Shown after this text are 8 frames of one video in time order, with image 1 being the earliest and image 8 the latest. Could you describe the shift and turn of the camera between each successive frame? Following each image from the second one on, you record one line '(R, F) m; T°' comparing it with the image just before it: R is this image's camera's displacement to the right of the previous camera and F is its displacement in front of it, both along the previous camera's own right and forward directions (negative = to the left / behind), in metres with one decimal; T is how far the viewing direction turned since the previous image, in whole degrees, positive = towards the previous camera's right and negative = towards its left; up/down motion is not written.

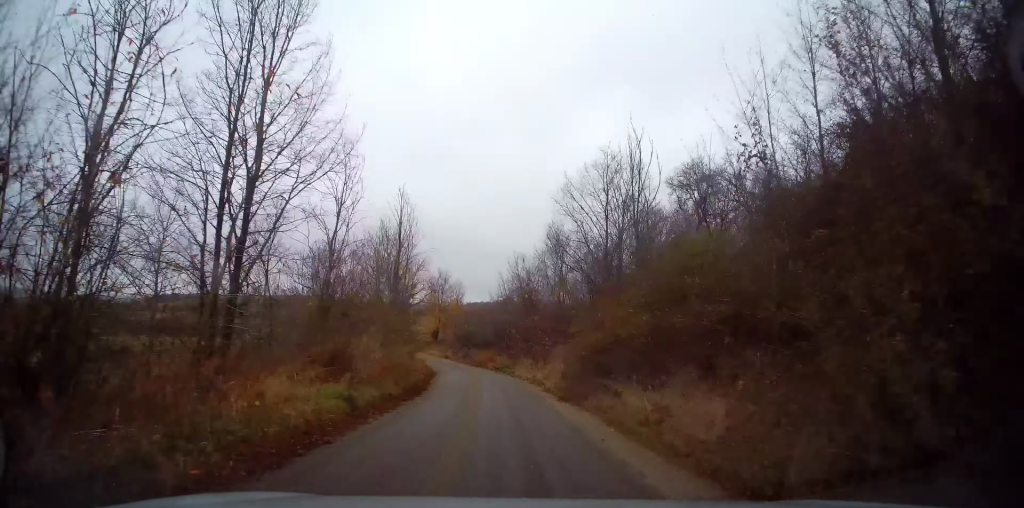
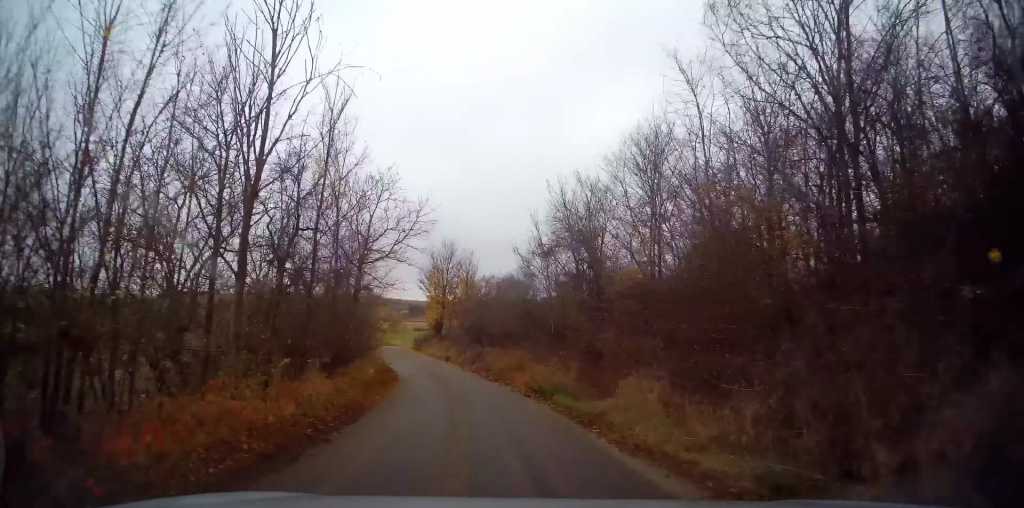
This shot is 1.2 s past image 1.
(0.0, +18.8) m; -2°
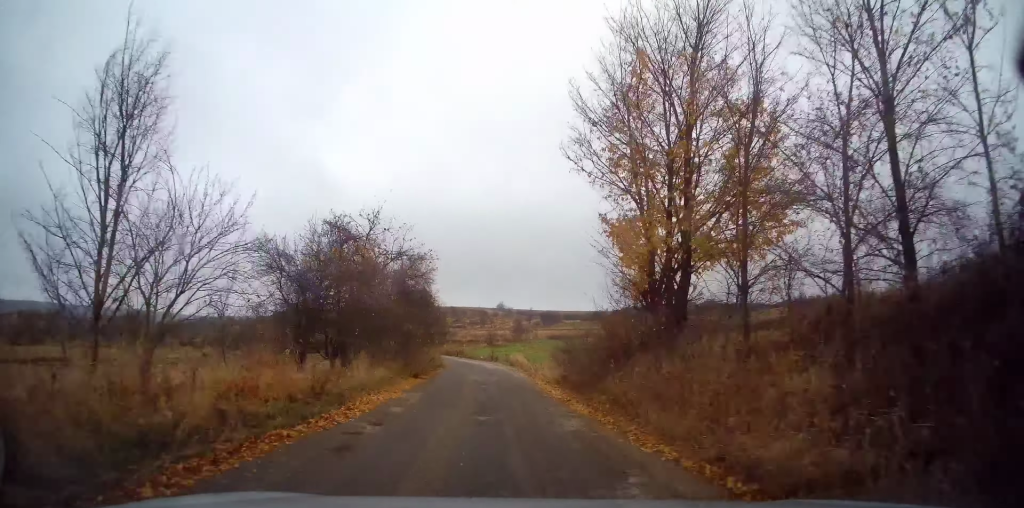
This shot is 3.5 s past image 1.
(-4.6, +37.7) m; -11°
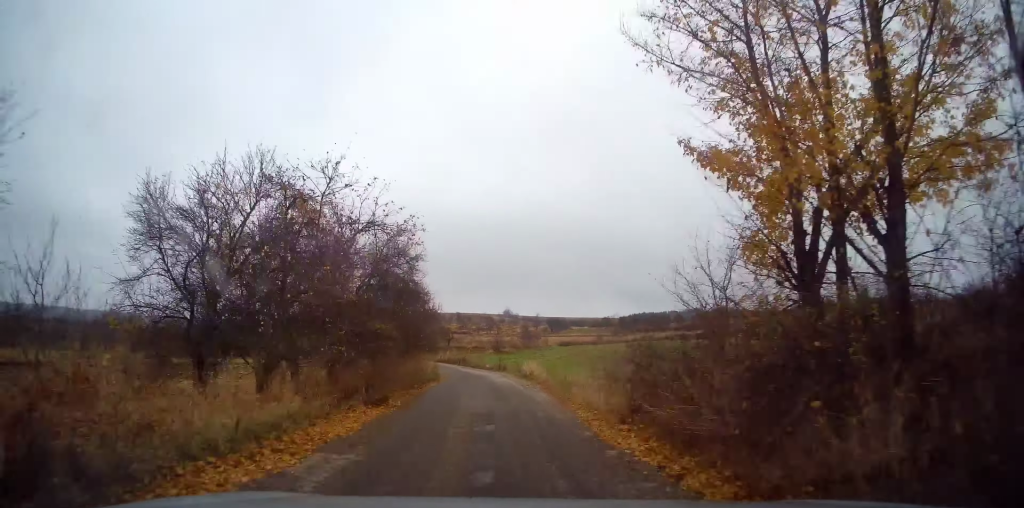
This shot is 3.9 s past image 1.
(+0.1, +6.5) m; -1°
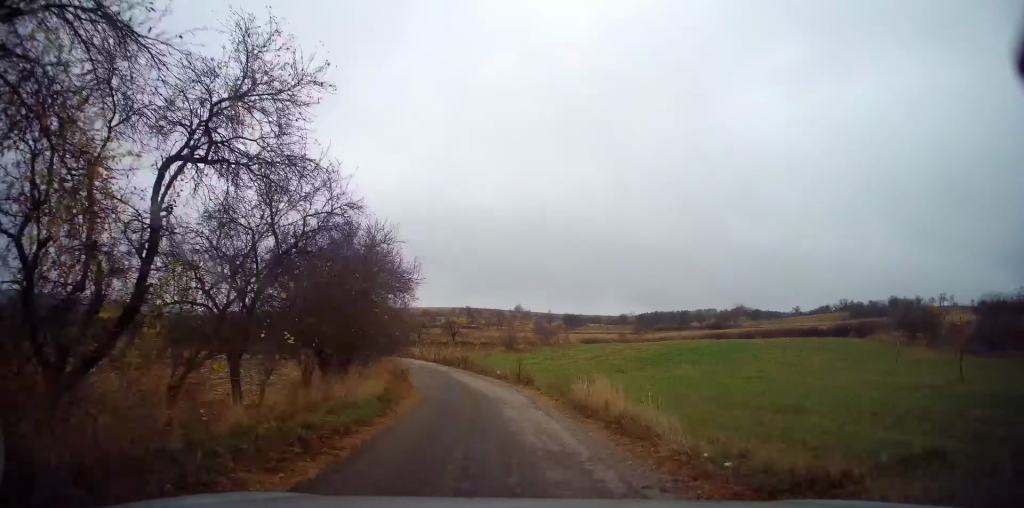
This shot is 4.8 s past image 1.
(-0.2, +14.5) m; -3°
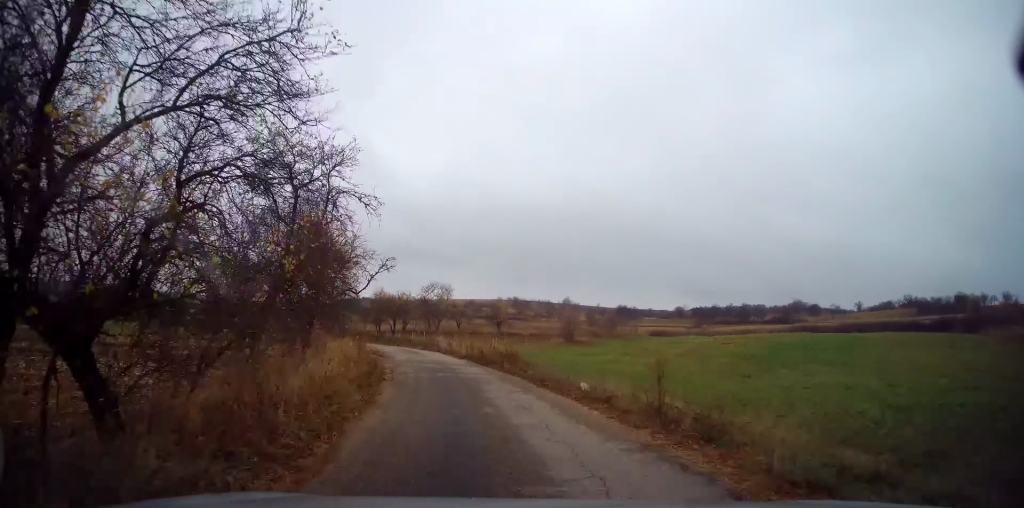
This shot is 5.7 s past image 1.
(-0.6, +14.3) m; -4°
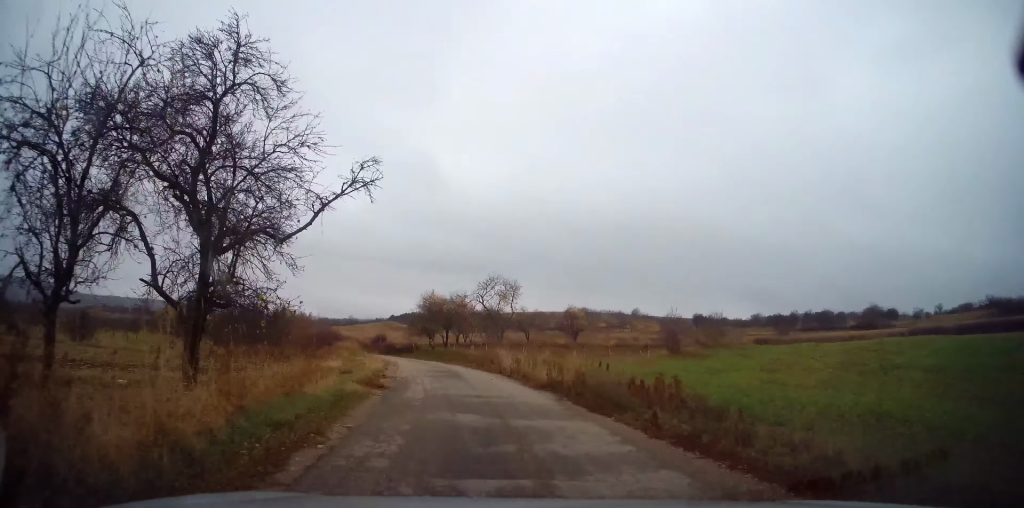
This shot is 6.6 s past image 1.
(-0.2, +13.1) m; -5°
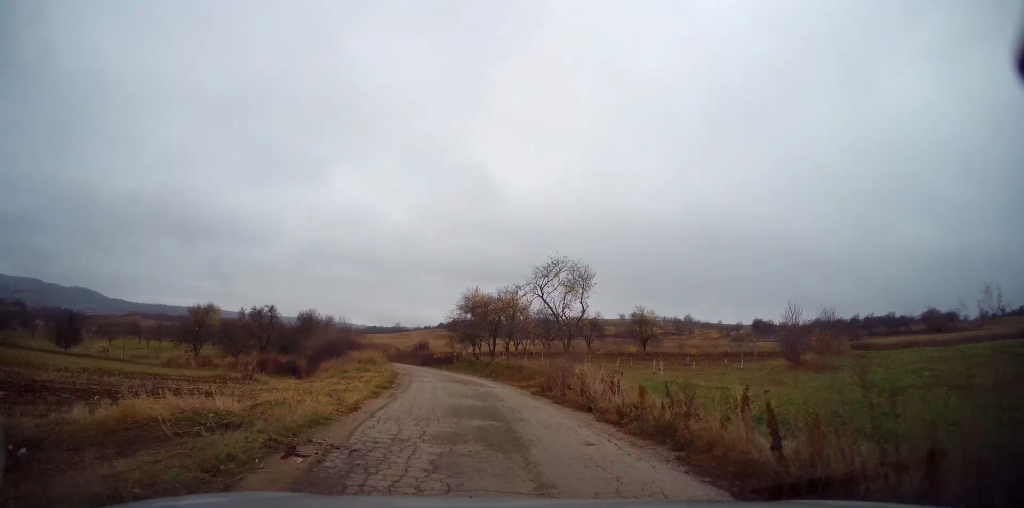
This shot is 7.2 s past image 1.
(-0.5, +10.4) m; -5°
